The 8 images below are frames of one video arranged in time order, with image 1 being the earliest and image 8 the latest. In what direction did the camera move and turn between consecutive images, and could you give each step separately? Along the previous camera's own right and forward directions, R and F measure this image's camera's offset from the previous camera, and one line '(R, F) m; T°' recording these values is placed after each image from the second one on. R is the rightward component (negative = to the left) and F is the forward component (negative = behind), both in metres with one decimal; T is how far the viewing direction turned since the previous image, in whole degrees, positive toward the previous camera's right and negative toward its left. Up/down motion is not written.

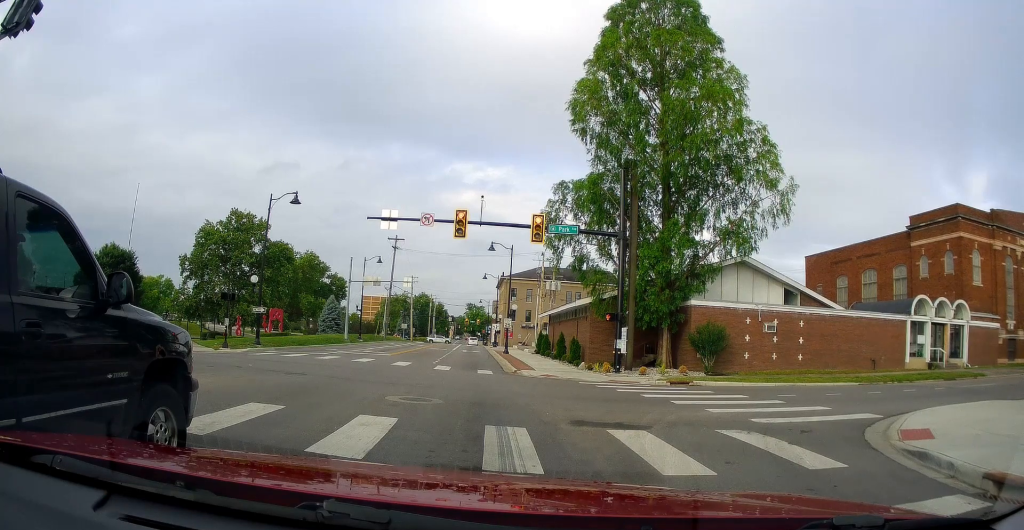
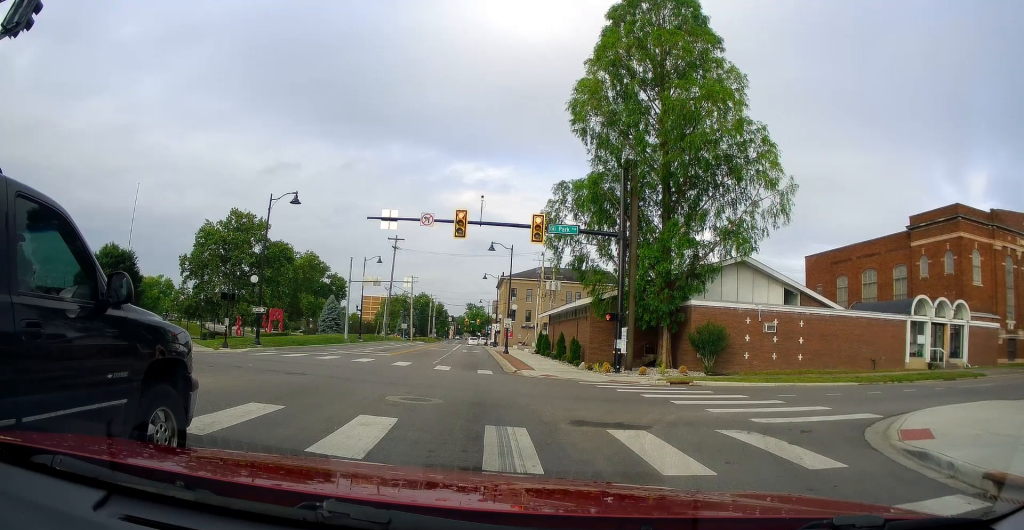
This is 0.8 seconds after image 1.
(0.0, 0.0) m; 0°
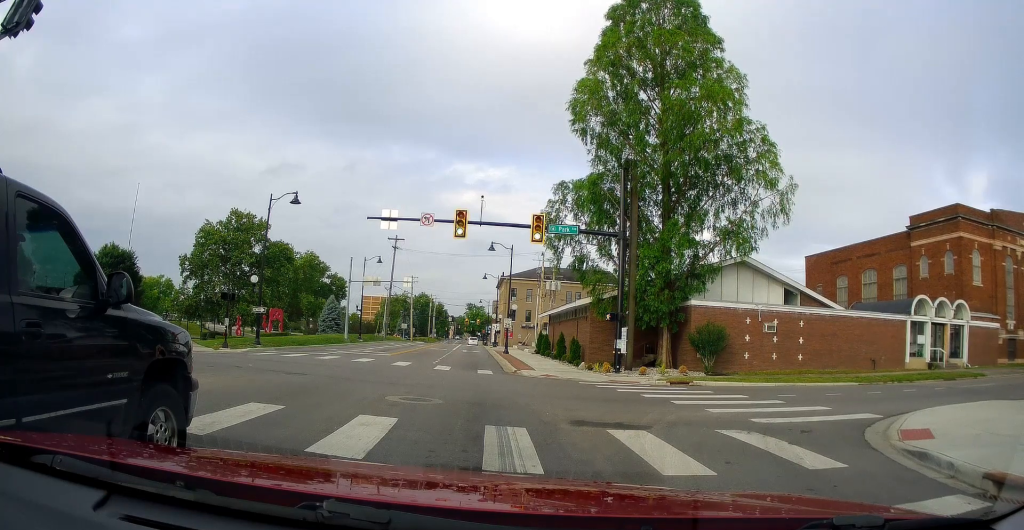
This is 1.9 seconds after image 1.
(+0.1, +0.5) m; 0°
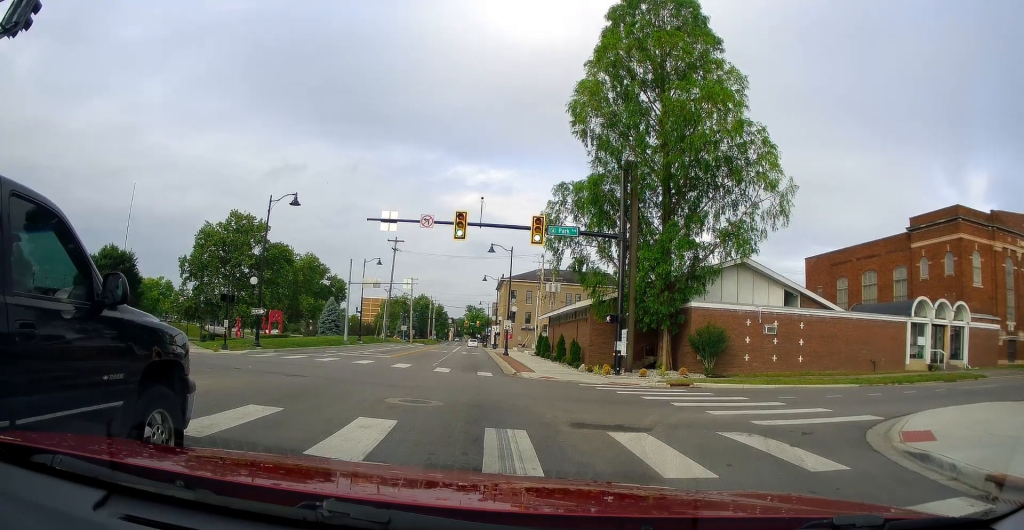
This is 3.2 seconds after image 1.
(+0.2, +0.7) m; 0°
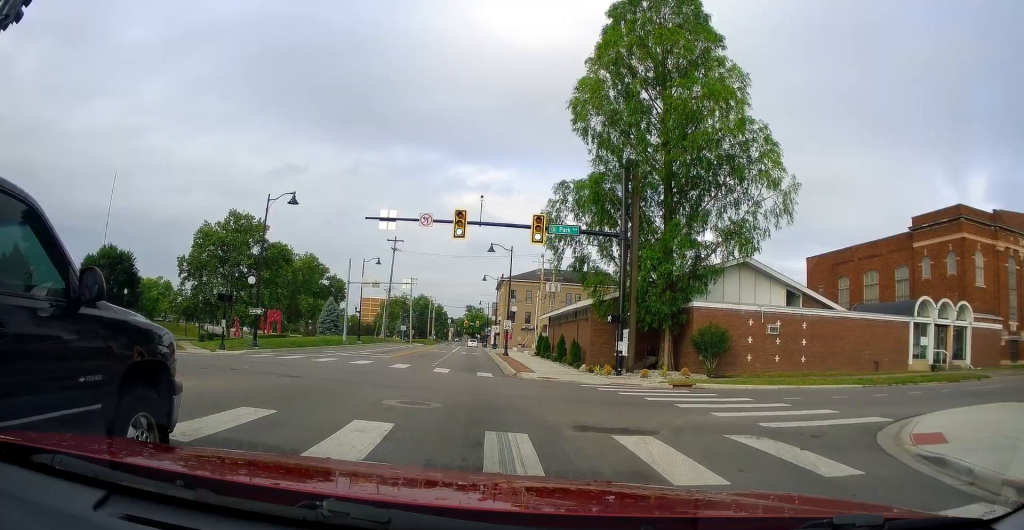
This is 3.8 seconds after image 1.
(+0.1, +0.3) m; 0°
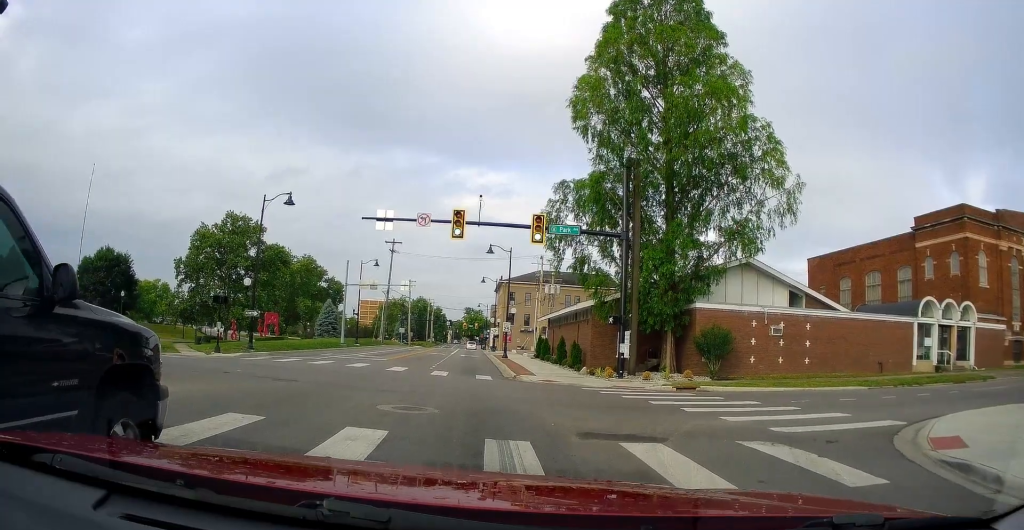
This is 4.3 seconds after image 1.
(+0.1, +0.3) m; +2°
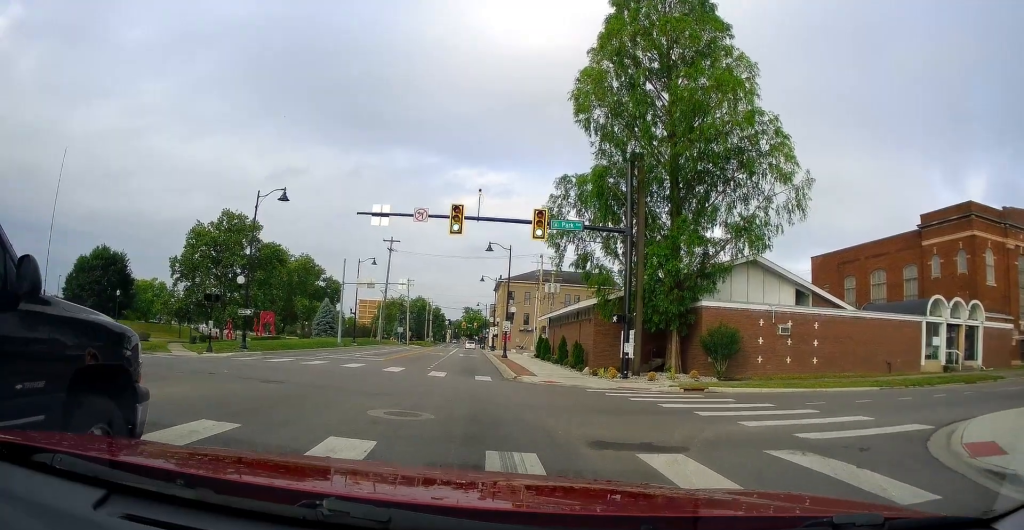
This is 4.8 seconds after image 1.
(+0.1, +0.5) m; +5°
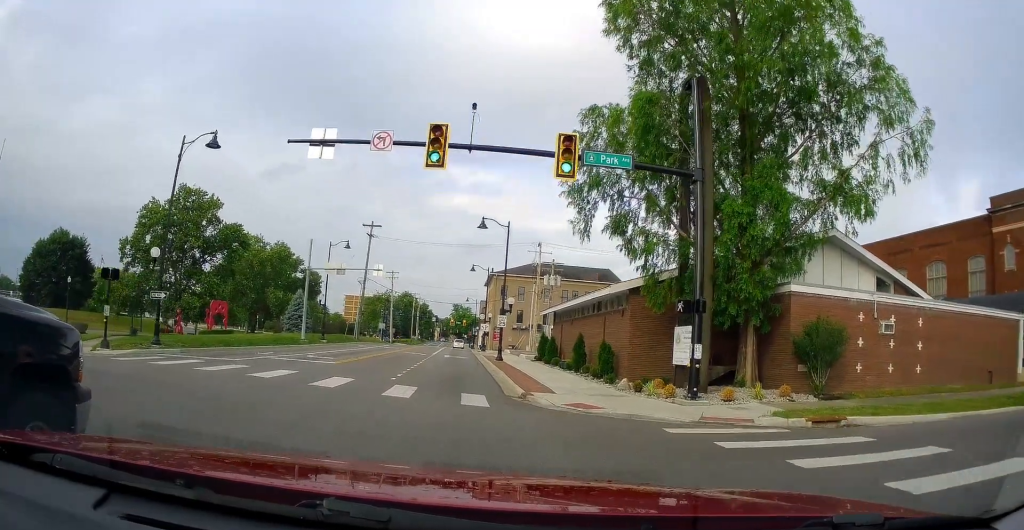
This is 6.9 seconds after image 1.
(+0.1, +7.8) m; -4°
